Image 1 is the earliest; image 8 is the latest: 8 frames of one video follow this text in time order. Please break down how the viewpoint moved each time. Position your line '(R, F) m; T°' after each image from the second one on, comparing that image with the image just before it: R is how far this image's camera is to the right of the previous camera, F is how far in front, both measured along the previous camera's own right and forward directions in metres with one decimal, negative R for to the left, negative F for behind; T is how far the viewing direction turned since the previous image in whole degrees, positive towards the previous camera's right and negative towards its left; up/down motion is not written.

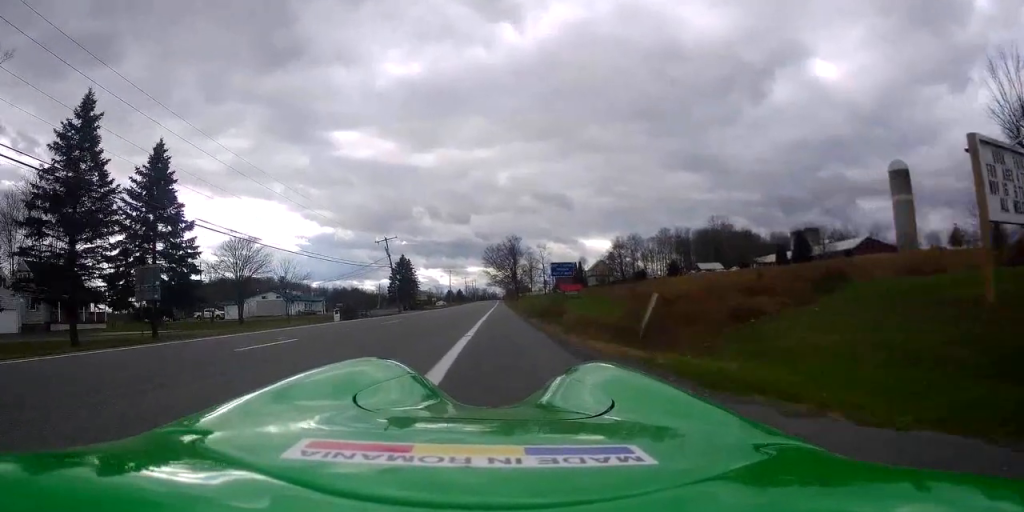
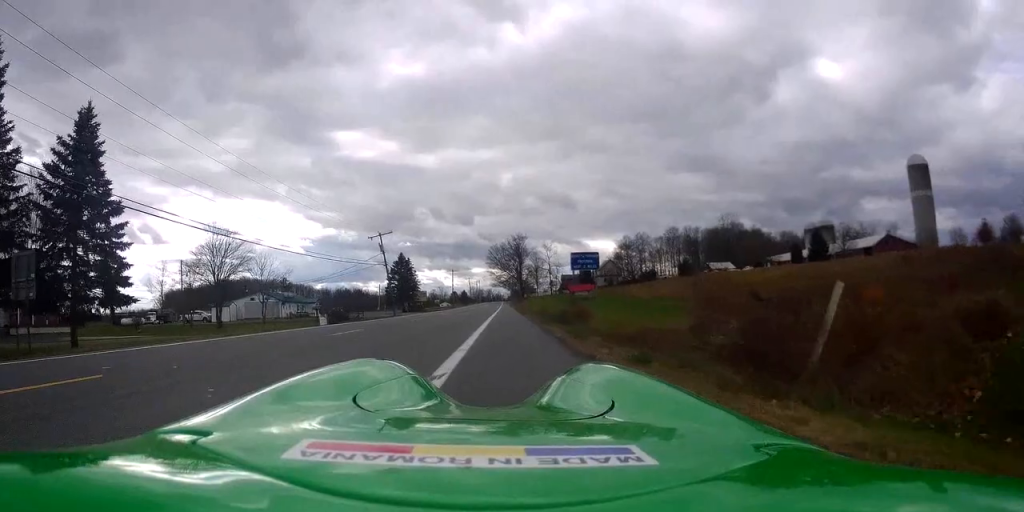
(-0.3, +6.6) m; -4°
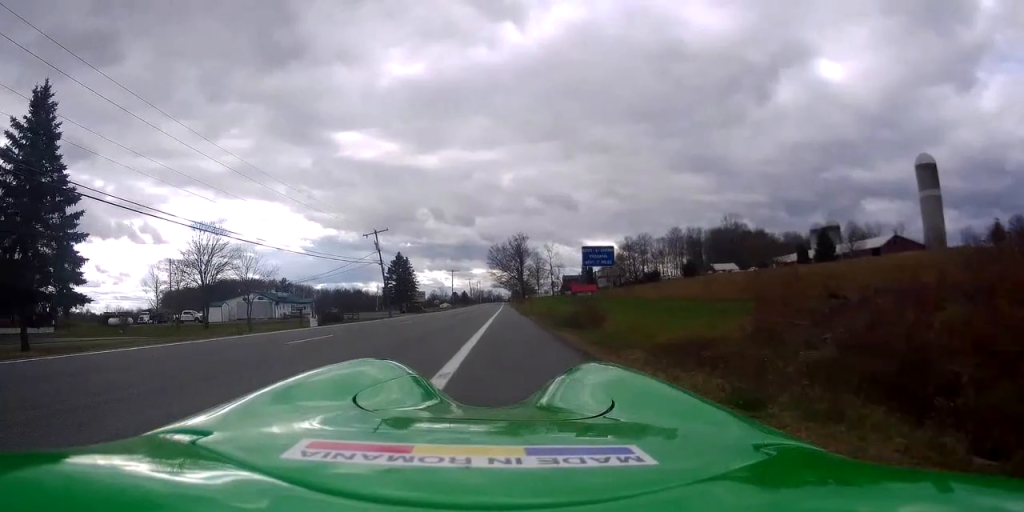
(0.0, +3.0) m; 0°
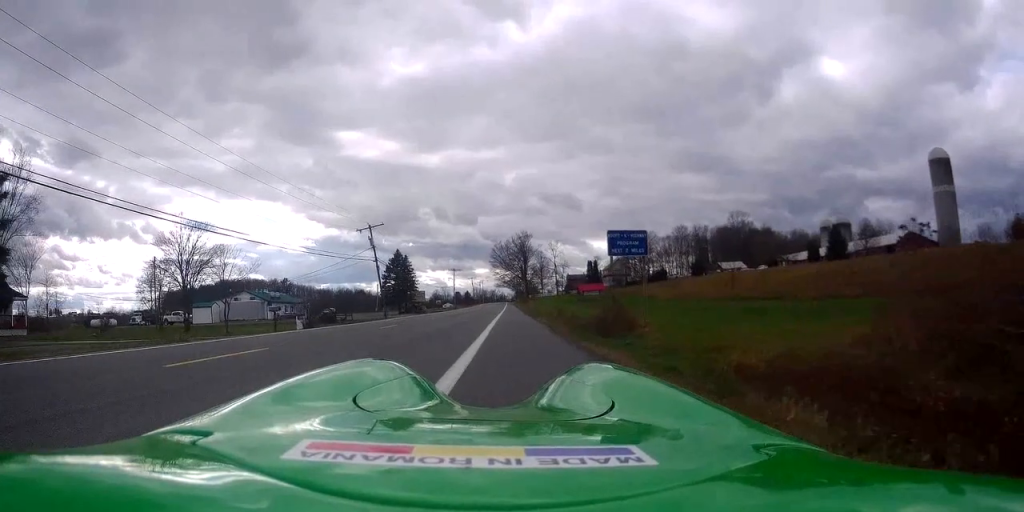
(0.0, +4.5) m; 0°
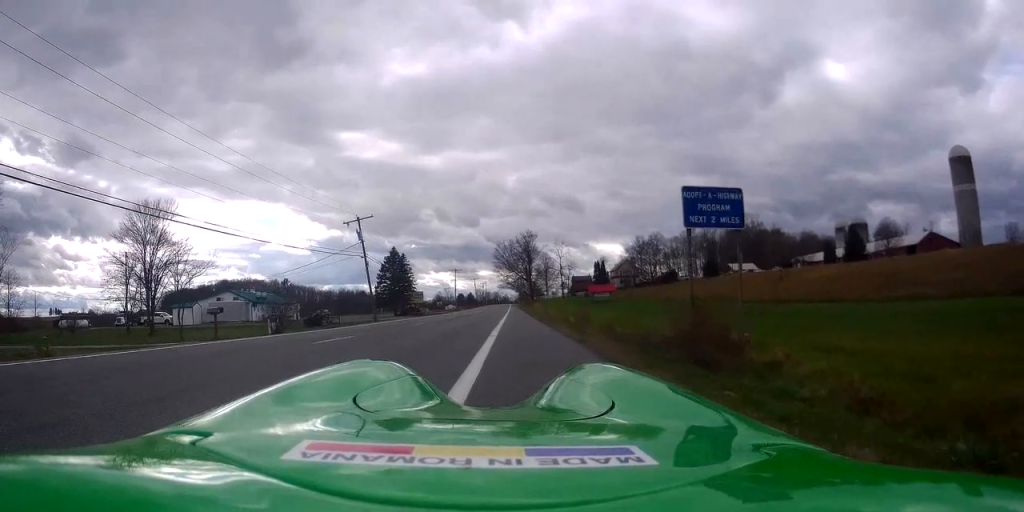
(0.0, +6.8) m; +4°
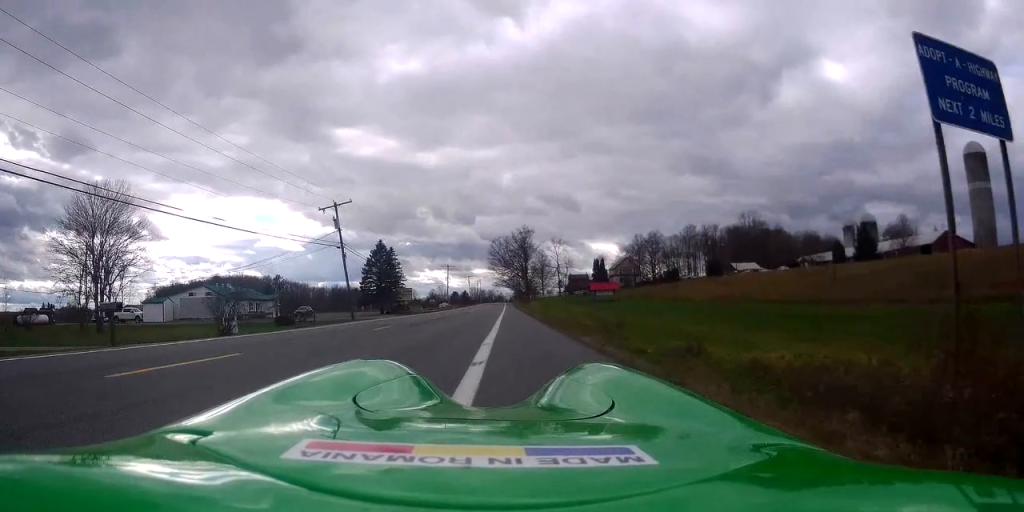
(+0.4, +6.5) m; 0°
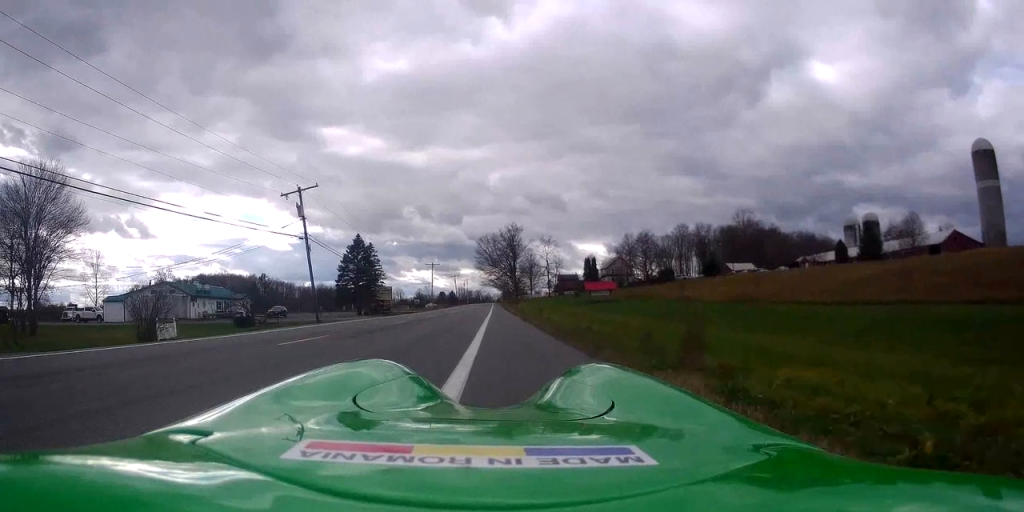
(-0.5, +6.6) m; 0°
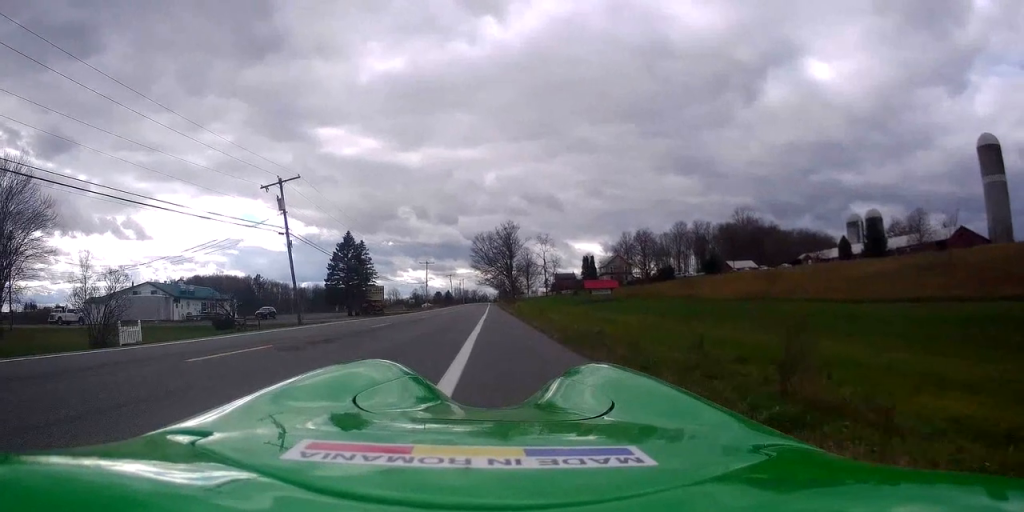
(-0.1, +3.2) m; +4°
